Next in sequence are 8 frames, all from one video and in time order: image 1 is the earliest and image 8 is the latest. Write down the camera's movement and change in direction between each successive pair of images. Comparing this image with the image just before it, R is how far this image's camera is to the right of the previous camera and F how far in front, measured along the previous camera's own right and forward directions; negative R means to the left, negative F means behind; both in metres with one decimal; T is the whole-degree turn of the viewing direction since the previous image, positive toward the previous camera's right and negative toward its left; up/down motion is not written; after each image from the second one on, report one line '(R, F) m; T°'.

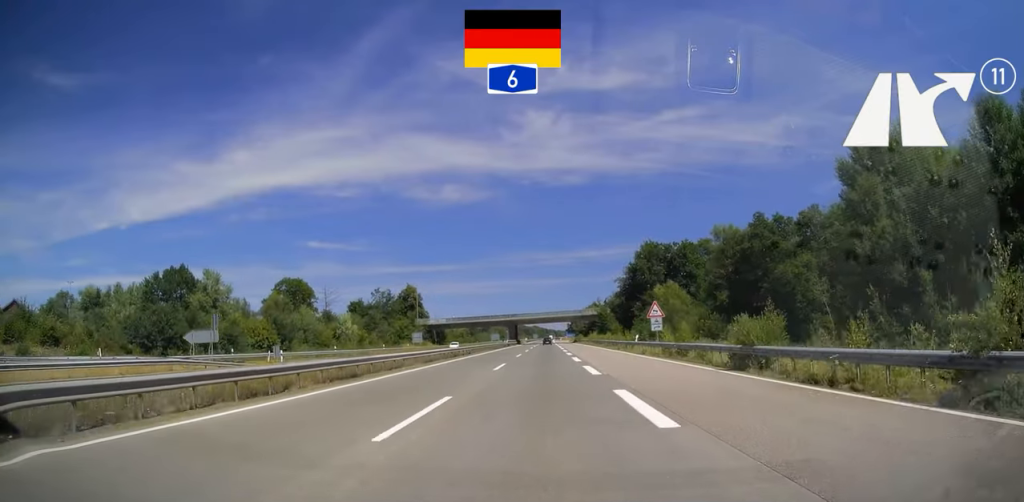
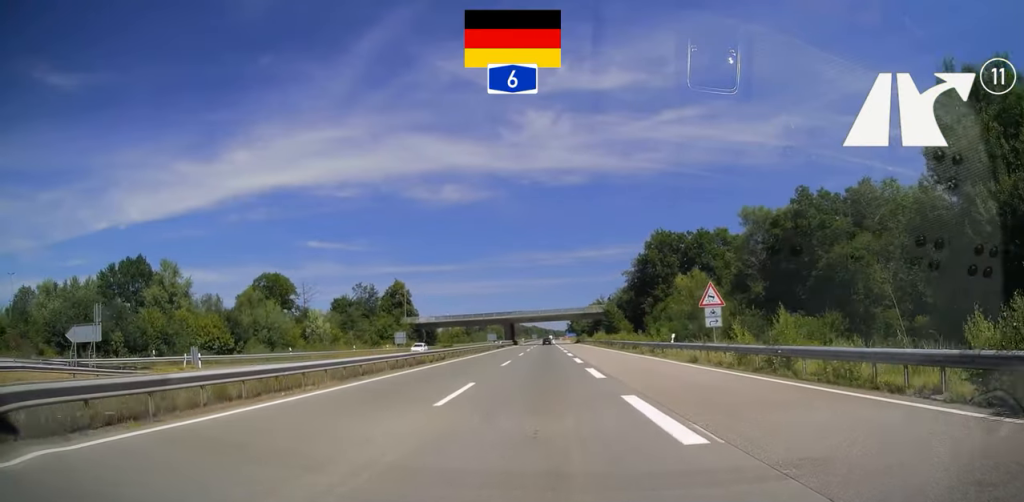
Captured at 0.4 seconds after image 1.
(+0.1, +13.6) m; 0°
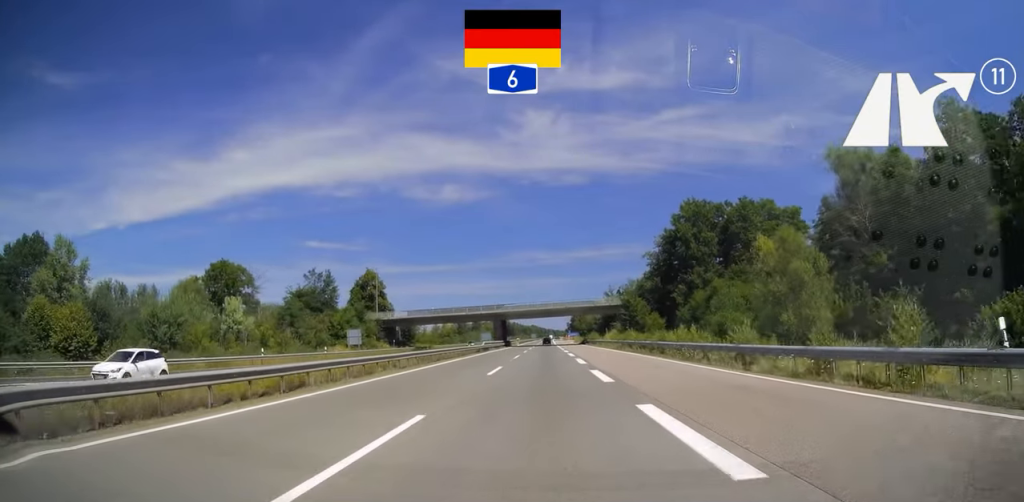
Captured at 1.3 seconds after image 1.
(-0.4, +25.8) m; 0°
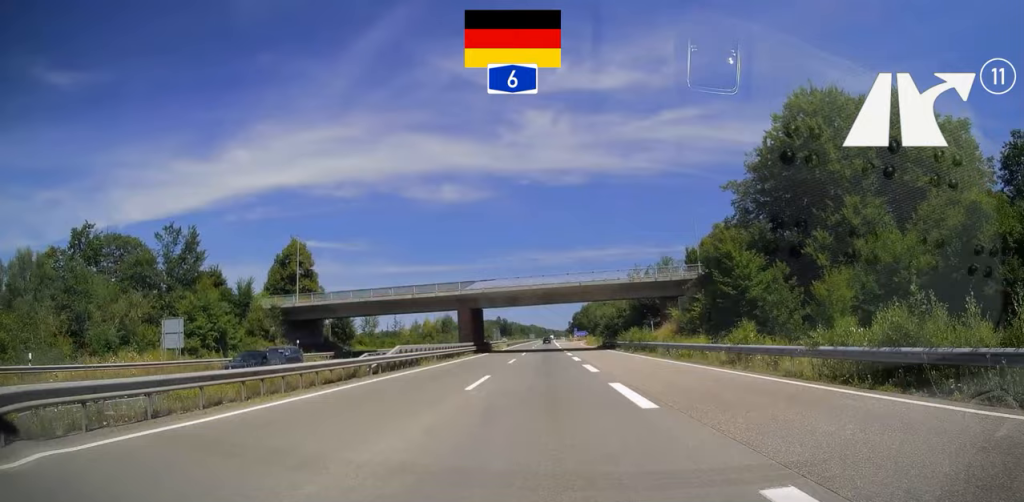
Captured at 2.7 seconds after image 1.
(+0.3, +42.5) m; 0°
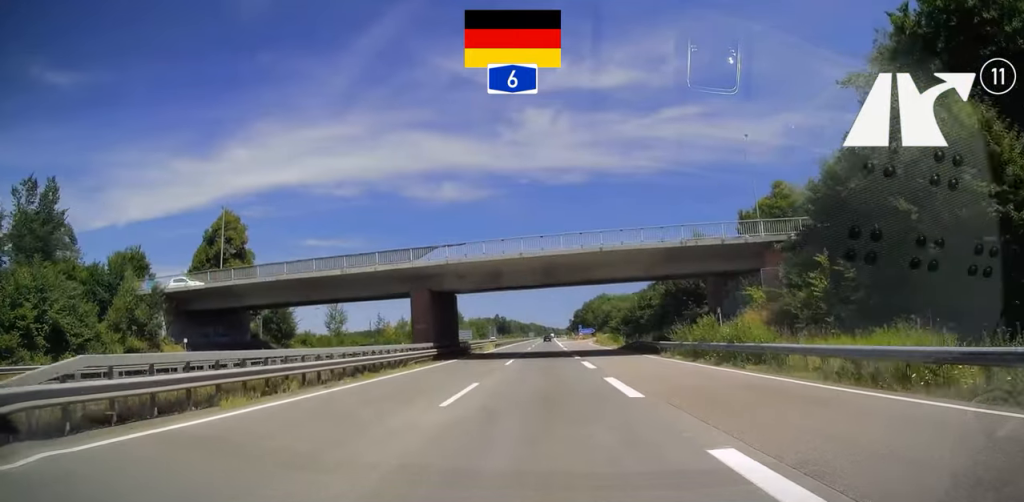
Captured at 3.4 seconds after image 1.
(-0.2, +22.3) m; -1°
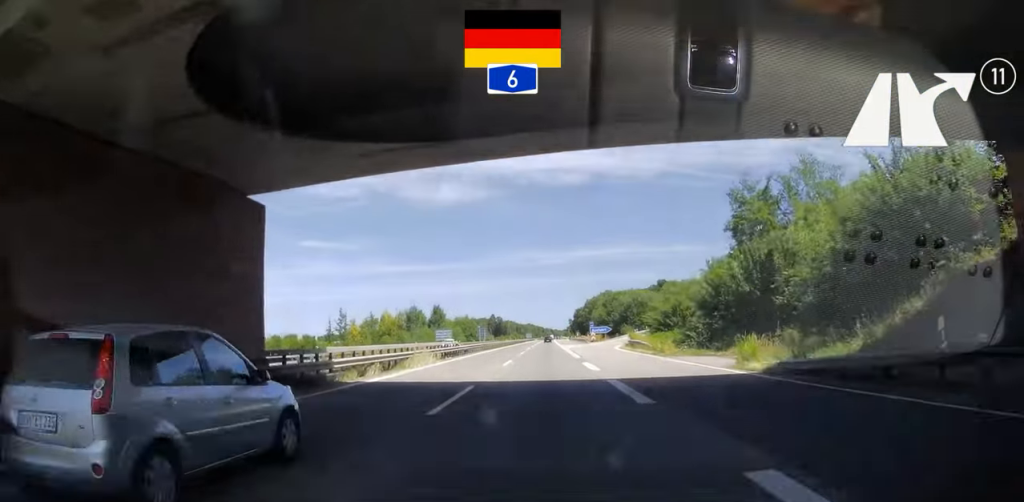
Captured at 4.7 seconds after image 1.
(+0.1, +37.5) m; +1°
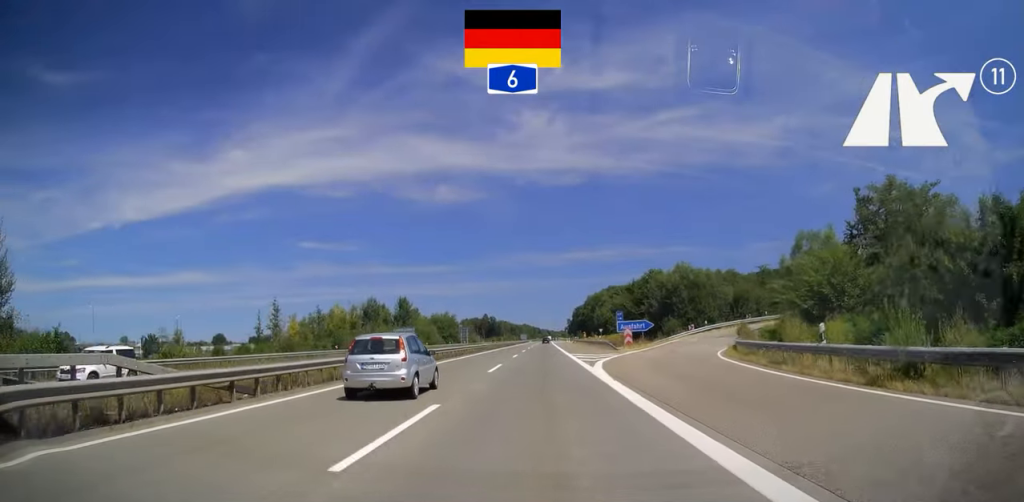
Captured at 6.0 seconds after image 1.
(+0.4, +40.9) m; +1°
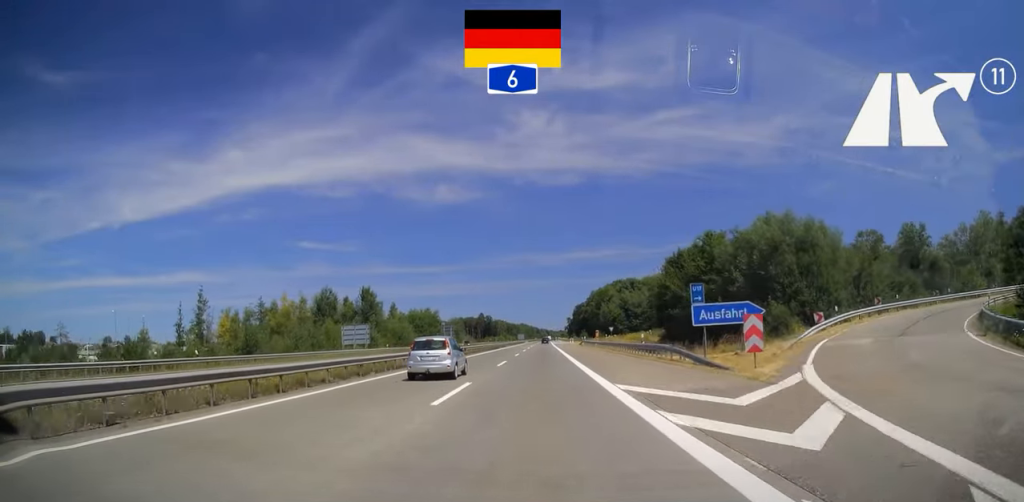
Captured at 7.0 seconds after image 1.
(0.0, +29.7) m; 0°
